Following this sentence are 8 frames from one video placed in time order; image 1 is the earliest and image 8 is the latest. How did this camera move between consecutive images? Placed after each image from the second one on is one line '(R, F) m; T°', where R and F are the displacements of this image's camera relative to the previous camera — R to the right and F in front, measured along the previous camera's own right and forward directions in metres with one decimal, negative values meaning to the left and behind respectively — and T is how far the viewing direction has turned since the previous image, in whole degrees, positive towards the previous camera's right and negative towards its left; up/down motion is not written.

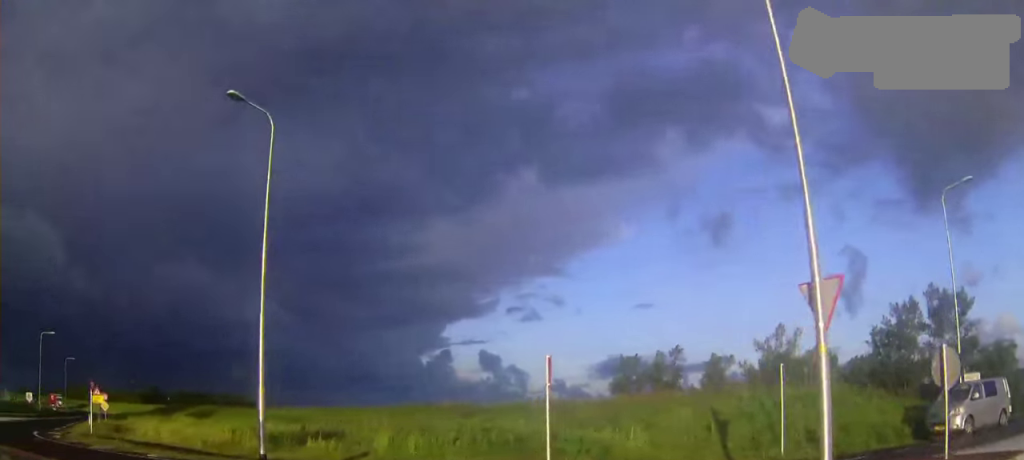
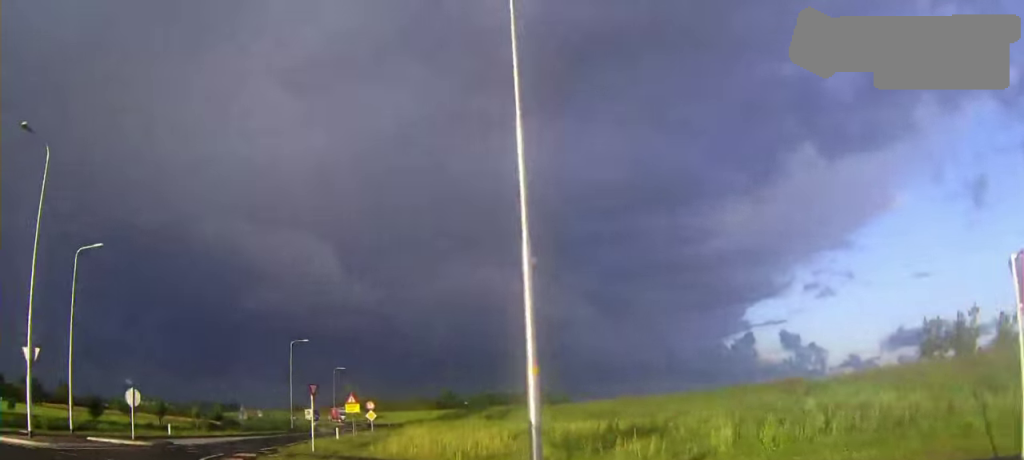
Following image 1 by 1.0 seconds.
(-1.8, +8.2) m; -22°
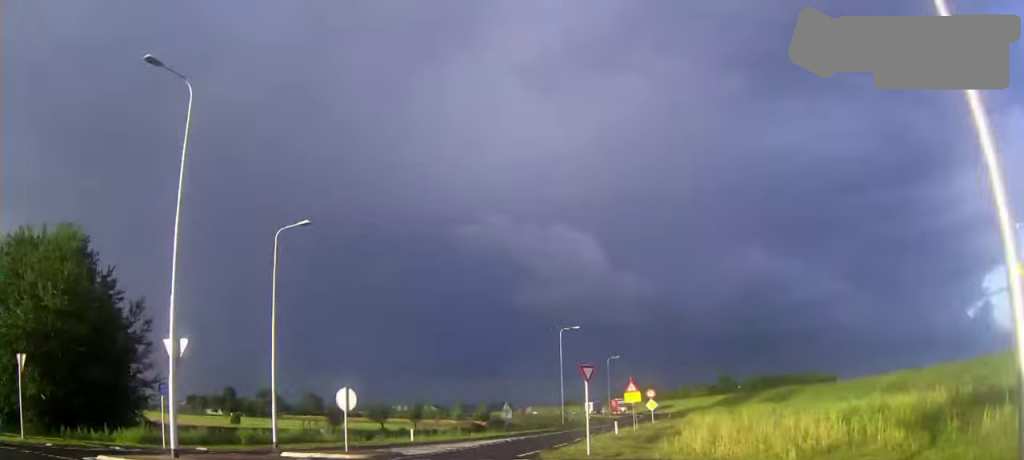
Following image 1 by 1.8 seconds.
(-0.8, +6.3) m; -12°
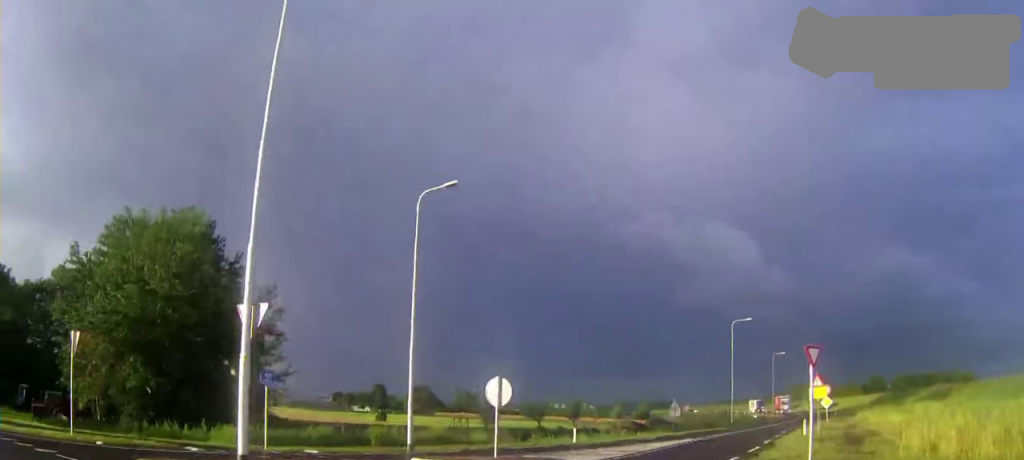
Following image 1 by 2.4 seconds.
(-0.5, +5.0) m; -3°
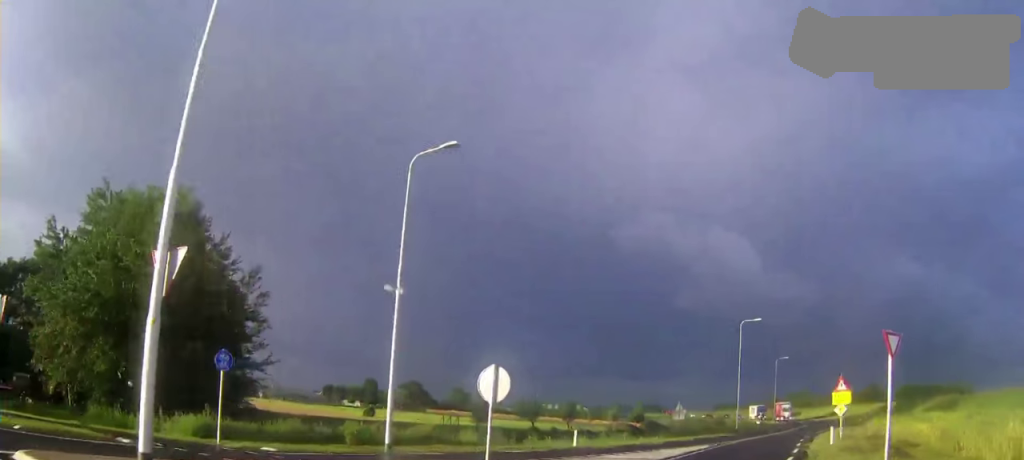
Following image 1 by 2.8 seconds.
(-0.3, +3.3) m; -1°
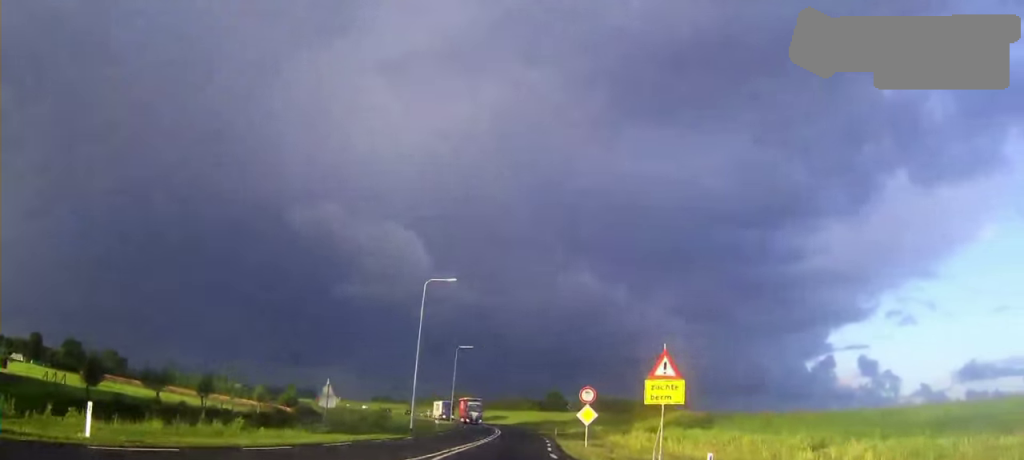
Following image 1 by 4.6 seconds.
(+1.1, +16.6) m; +8°
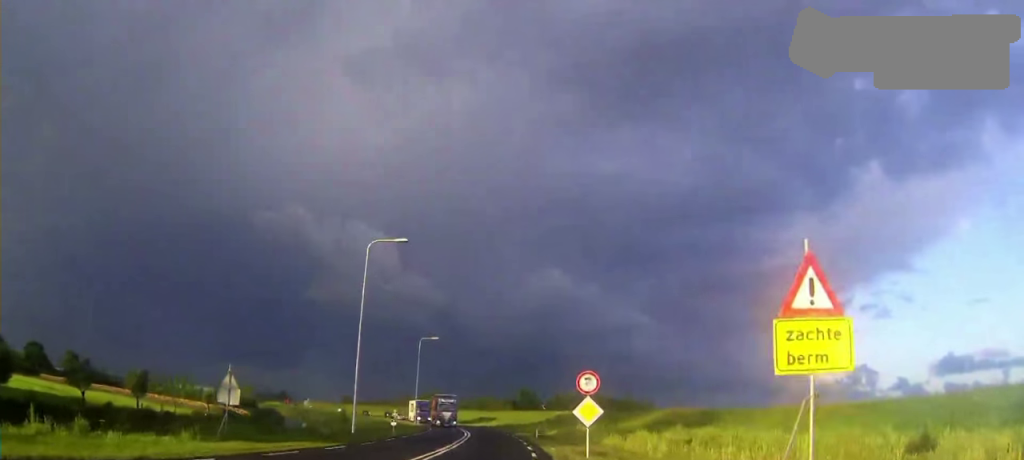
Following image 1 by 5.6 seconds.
(+0.5, +9.8) m; +4°
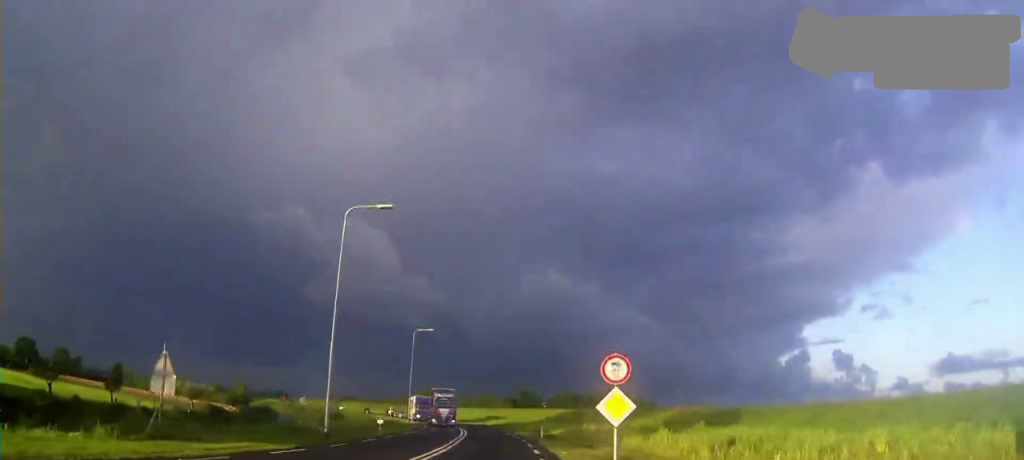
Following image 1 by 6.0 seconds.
(+0.1, +5.0) m; +2°
